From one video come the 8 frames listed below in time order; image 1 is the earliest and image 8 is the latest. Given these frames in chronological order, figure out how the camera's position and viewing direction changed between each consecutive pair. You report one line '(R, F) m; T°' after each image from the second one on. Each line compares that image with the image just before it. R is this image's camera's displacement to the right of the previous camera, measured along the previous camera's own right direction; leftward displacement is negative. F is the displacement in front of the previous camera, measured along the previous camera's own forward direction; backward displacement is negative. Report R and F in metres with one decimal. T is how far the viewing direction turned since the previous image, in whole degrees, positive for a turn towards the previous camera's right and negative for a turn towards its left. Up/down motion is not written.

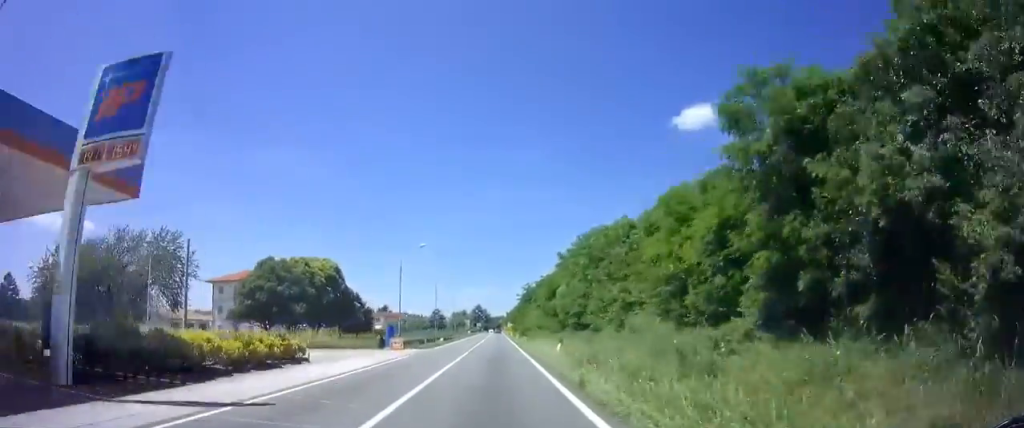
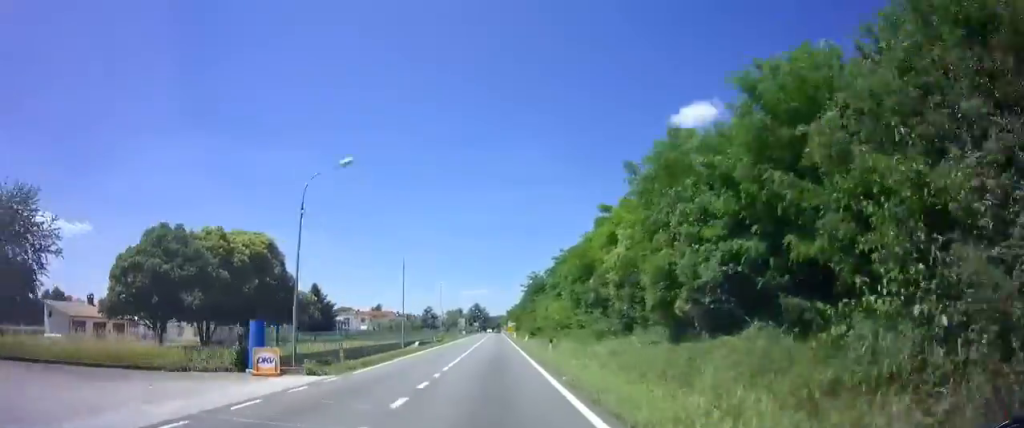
(0.0, +22.2) m; 0°
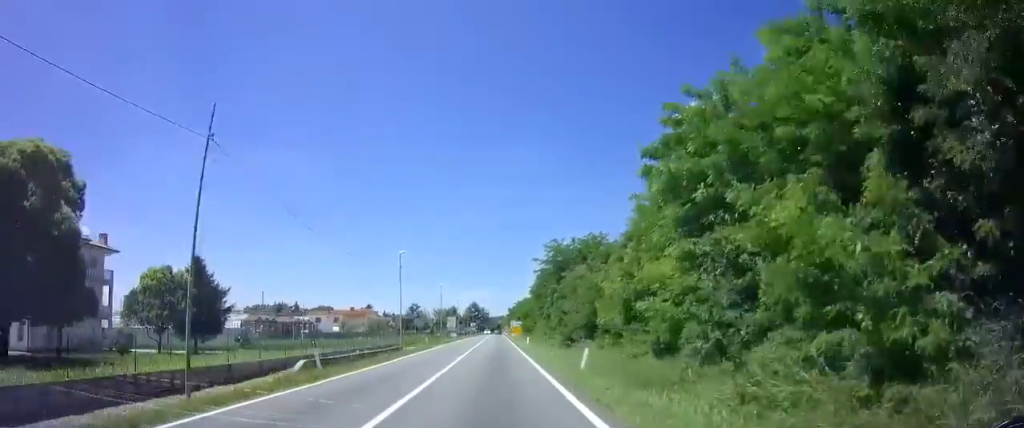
(+0.1, +30.1) m; 0°
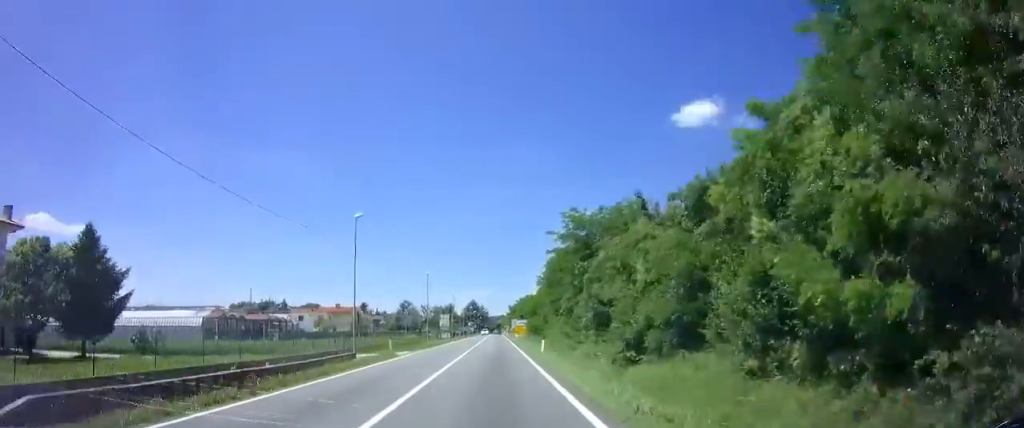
(0.0, +13.8) m; 0°
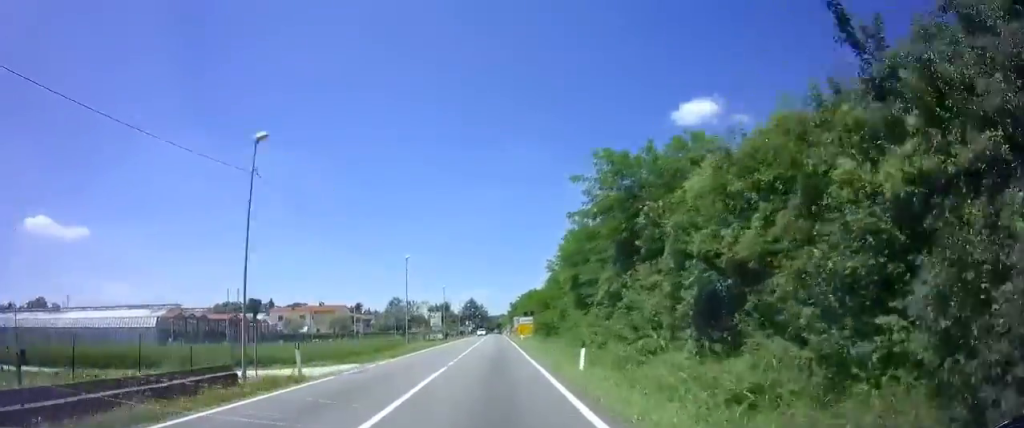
(0.0, +13.7) m; 0°
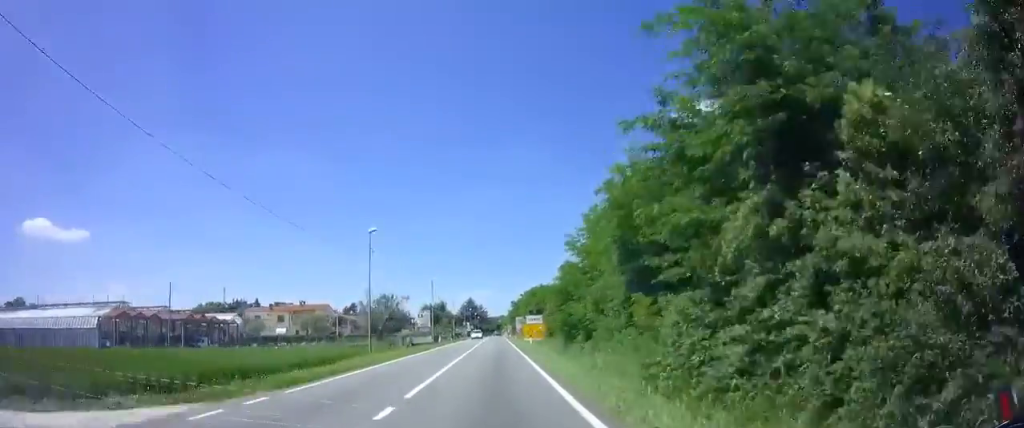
(0.0, +12.1) m; 0°
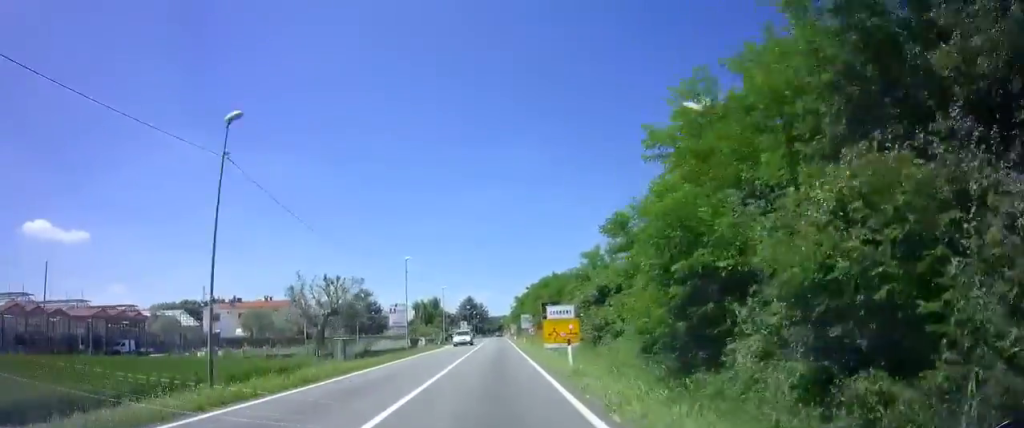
(-0.2, +19.2) m; 0°
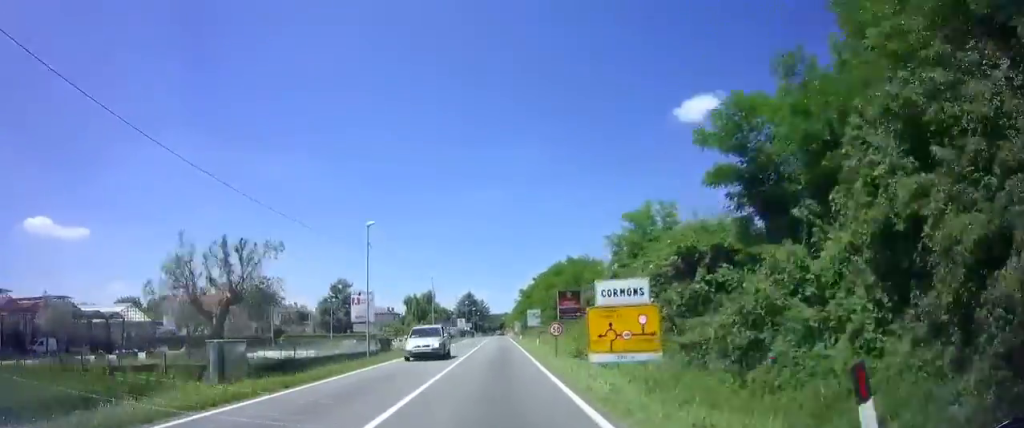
(0.0, +13.4) m; 0°
